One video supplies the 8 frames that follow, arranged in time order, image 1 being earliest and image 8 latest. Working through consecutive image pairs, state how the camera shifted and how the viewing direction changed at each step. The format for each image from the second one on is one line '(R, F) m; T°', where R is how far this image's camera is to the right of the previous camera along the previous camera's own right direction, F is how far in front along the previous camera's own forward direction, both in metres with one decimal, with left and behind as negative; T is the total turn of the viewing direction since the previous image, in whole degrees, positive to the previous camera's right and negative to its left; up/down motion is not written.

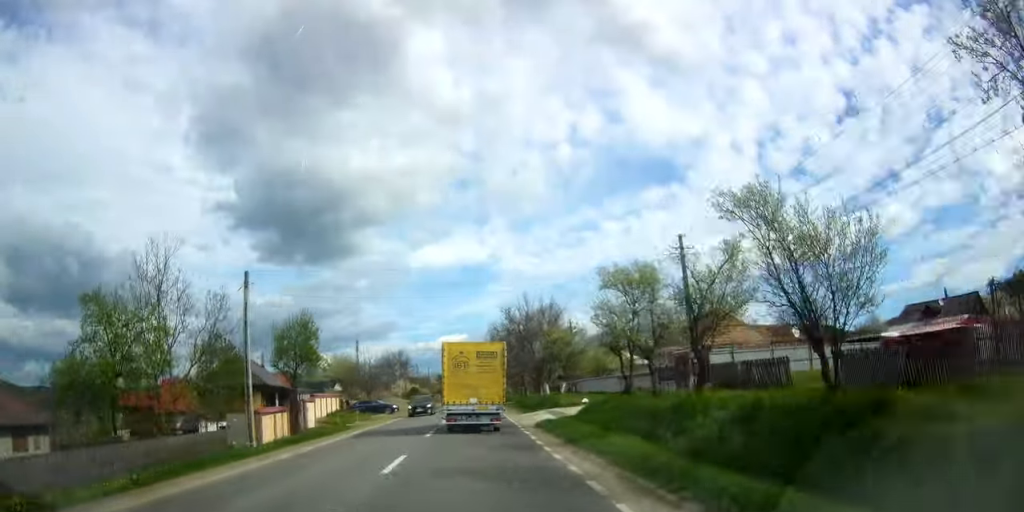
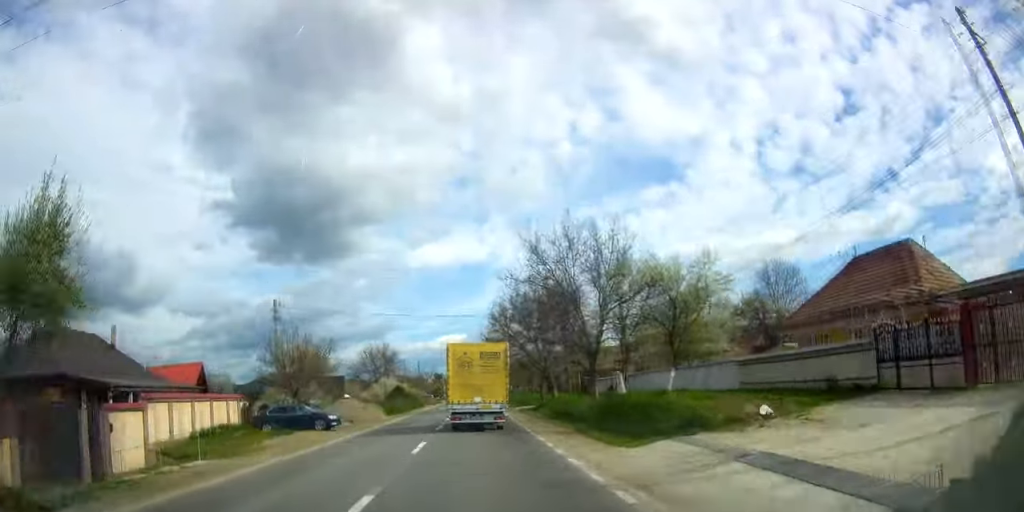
(0.0, +23.1) m; 0°
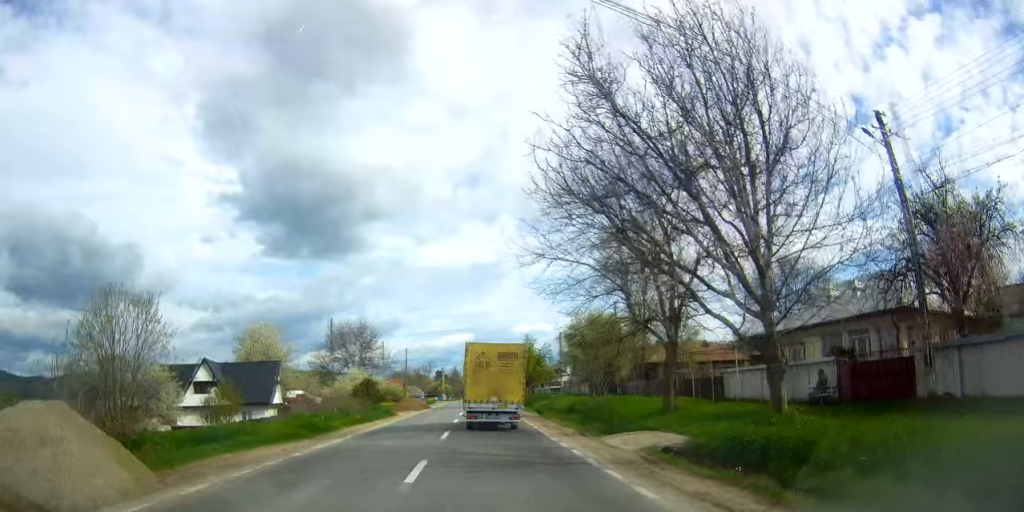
(+0.1, +31.8) m; 0°
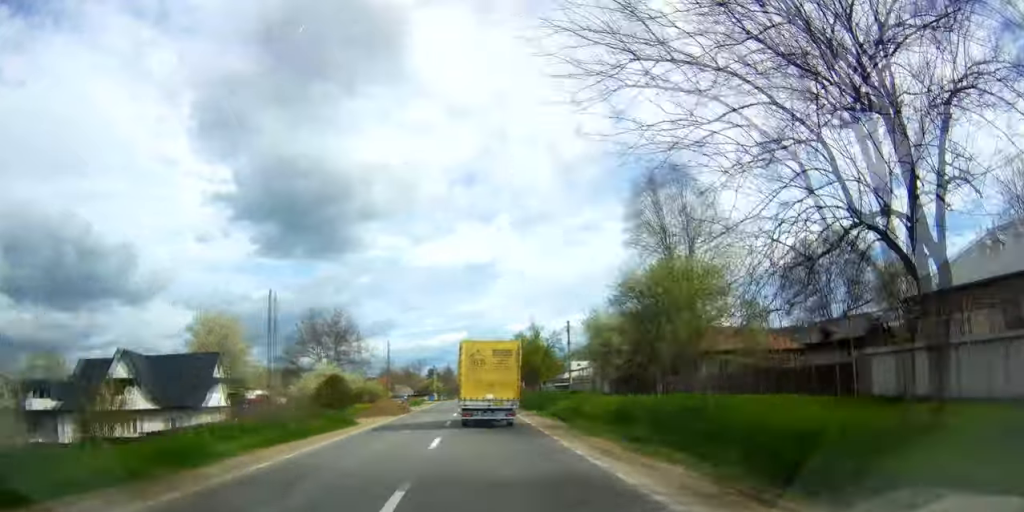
(0.0, +12.3) m; 0°
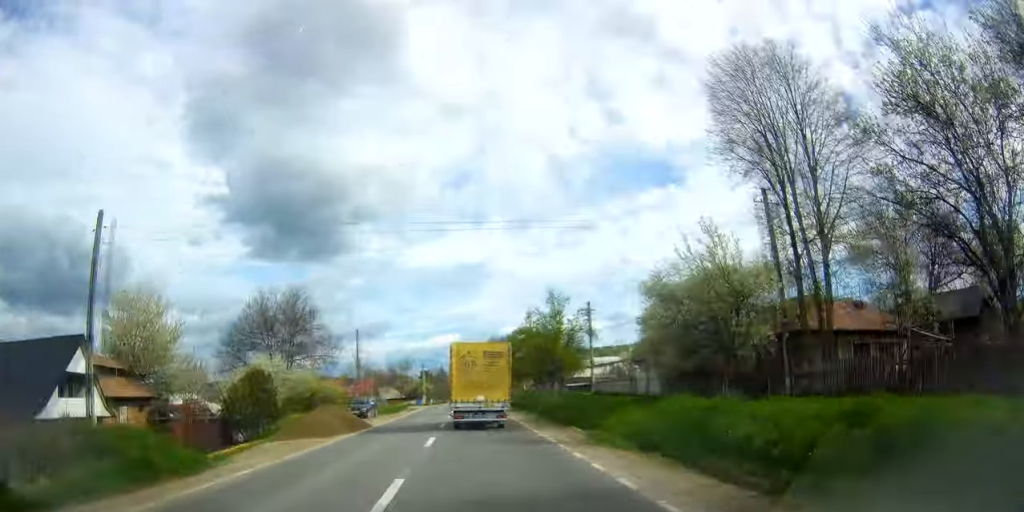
(0.0, +16.6) m; 0°
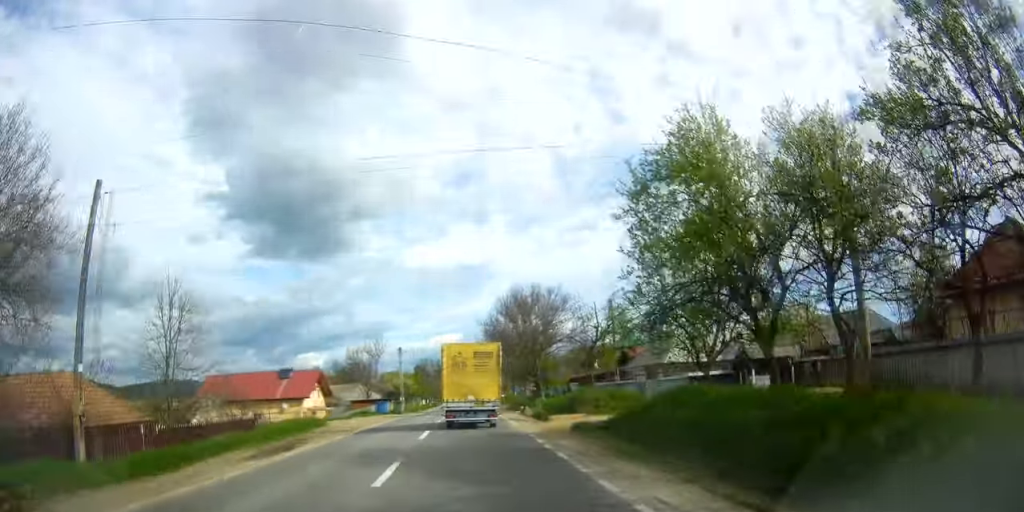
(+0.2, +42.2) m; +2°
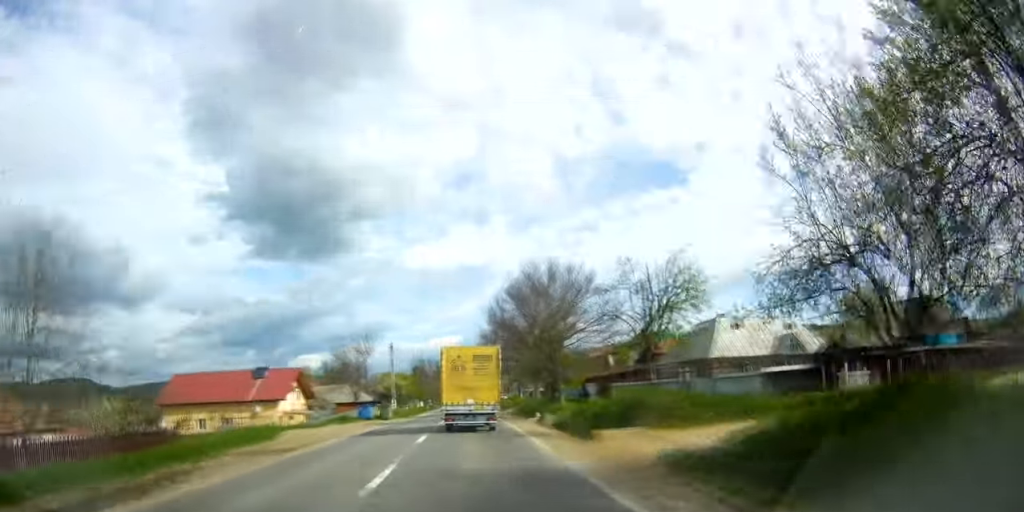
(-0.2, +9.4) m; +1°
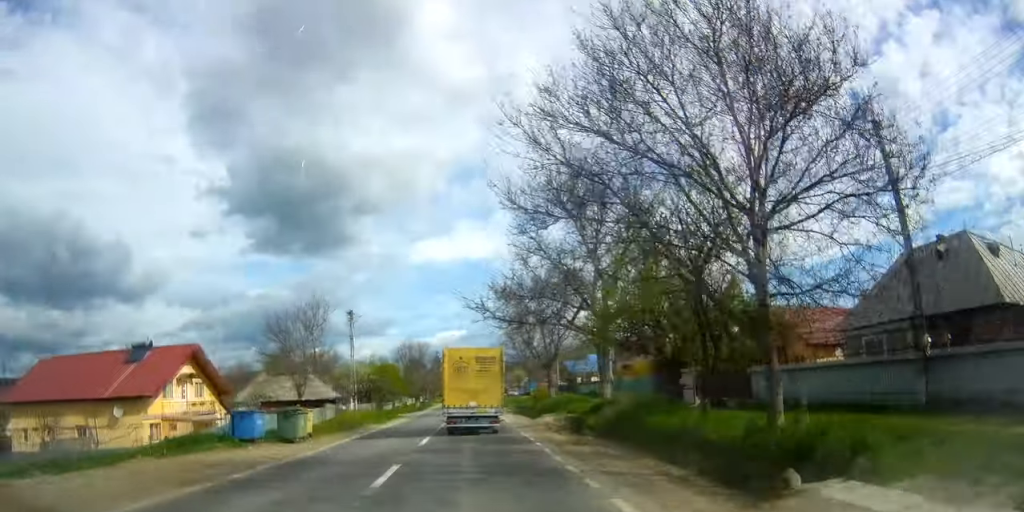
(+0.4, +24.9) m; -3°
